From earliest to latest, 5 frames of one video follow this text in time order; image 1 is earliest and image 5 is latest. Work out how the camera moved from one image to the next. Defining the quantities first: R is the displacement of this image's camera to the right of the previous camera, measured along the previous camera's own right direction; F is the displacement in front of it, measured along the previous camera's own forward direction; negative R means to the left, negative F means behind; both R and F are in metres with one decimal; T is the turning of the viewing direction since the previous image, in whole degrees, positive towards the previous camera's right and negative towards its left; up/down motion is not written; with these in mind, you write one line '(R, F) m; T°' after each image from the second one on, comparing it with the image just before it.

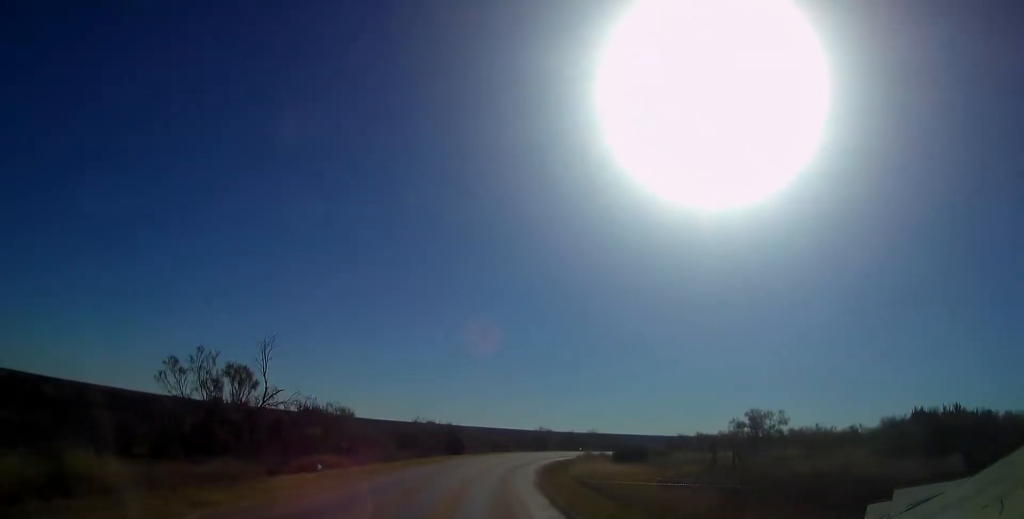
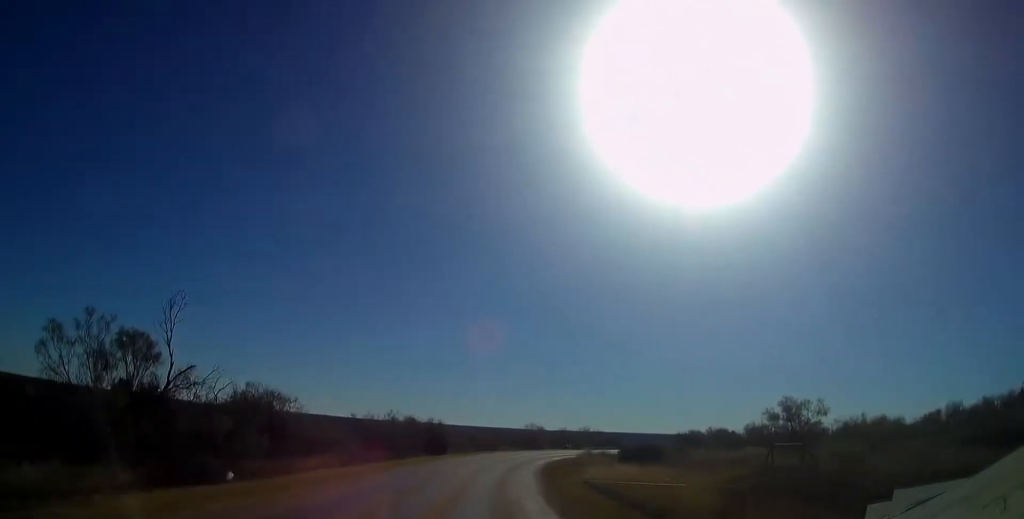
(0.0, +7.8) m; +1°
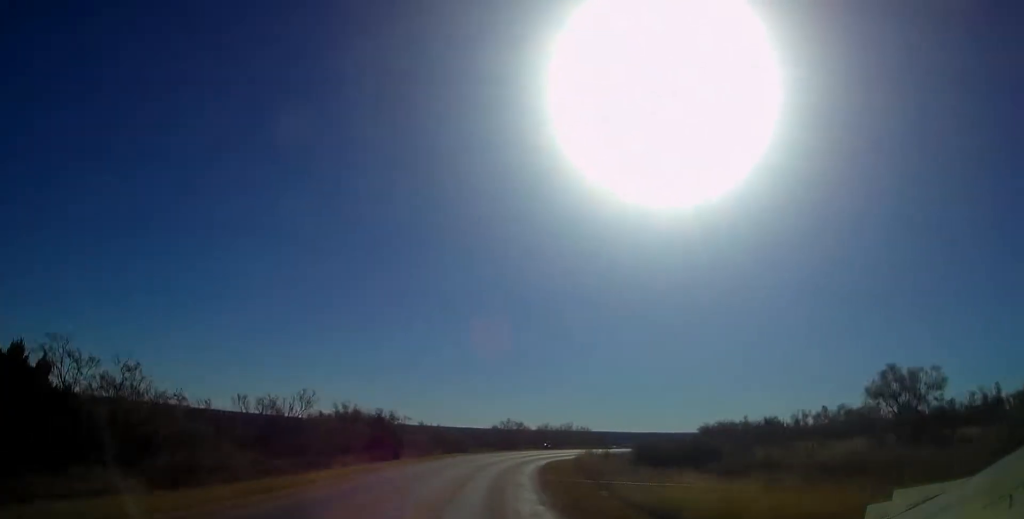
(+0.3, +14.6) m; +3°
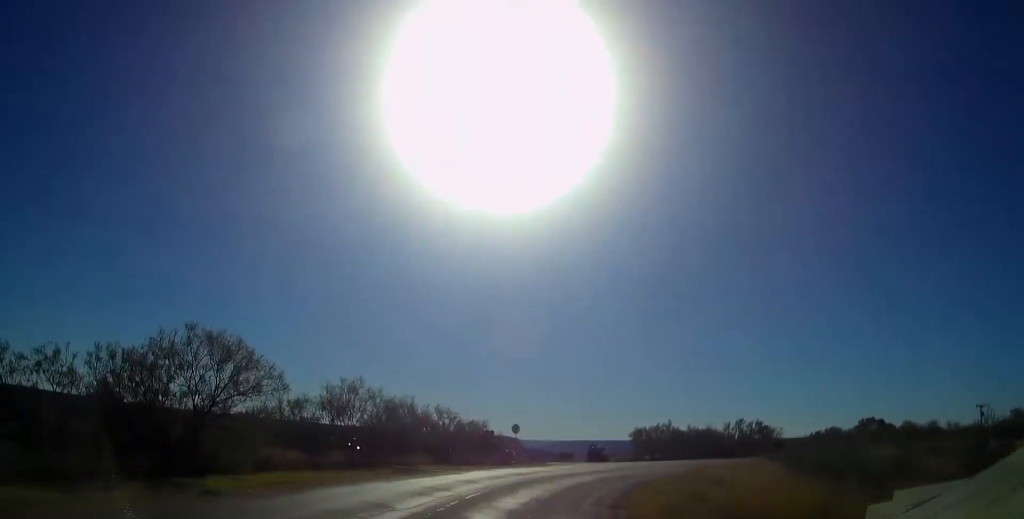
(+8.0, +60.4) m; +20°
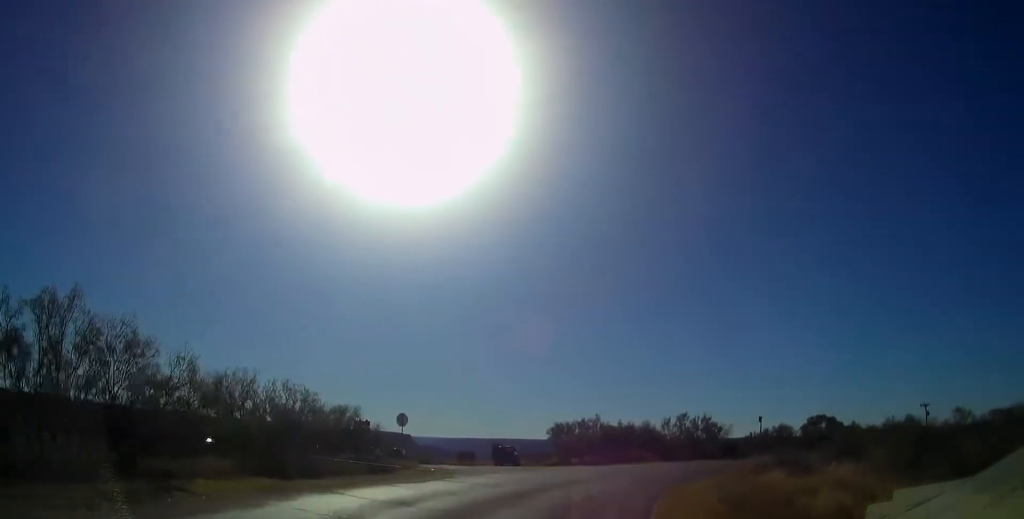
(+1.2, +13.7) m; +11°
